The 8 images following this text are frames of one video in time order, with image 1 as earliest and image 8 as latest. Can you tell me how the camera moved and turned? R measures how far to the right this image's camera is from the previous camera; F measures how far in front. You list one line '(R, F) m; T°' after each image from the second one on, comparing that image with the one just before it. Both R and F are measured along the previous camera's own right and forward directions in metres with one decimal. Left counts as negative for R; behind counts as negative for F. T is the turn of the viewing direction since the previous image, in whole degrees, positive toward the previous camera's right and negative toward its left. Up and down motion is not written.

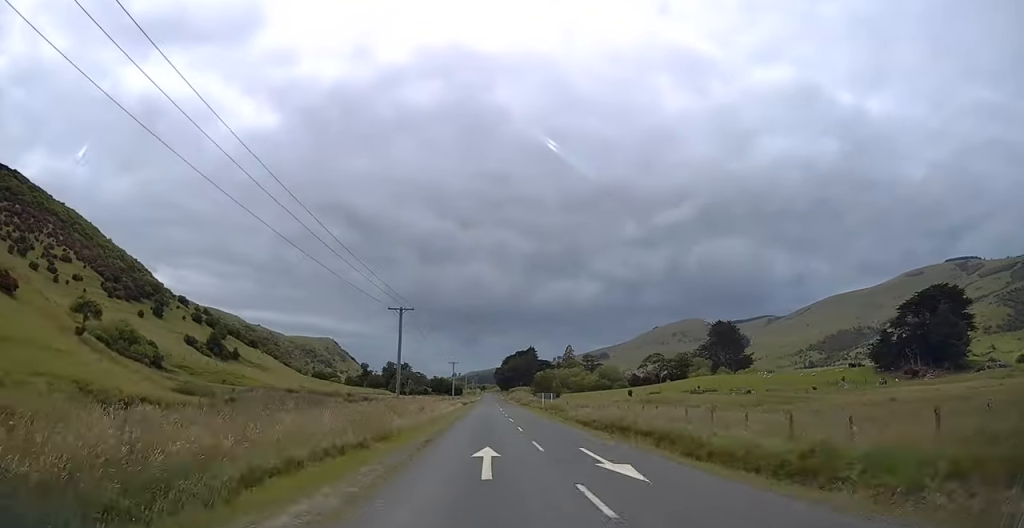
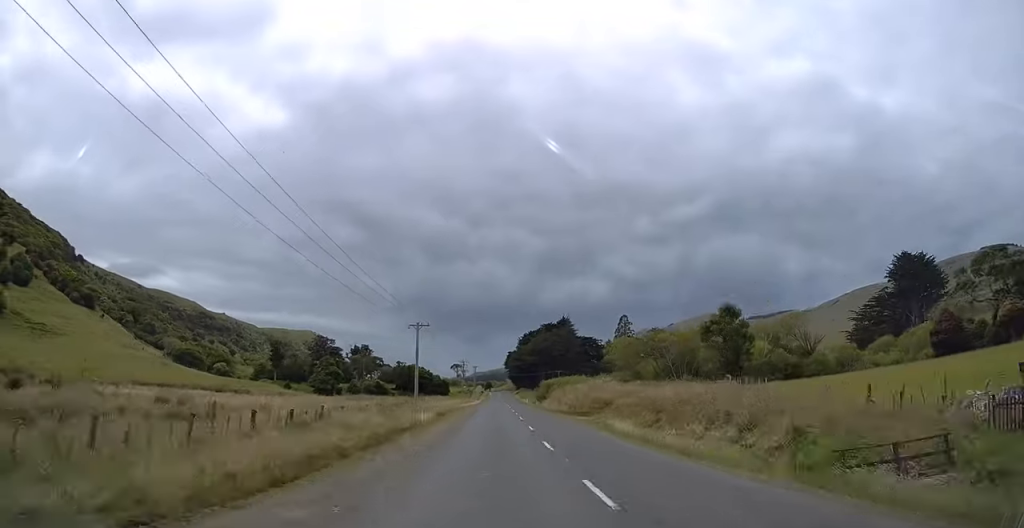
(-0.6, +146.8) m; 0°
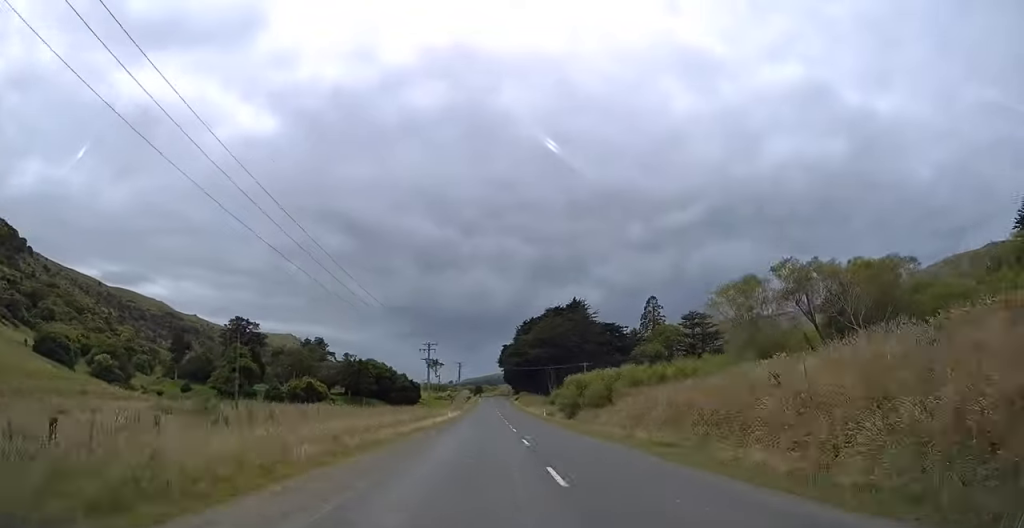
(+0.2, +54.8) m; 0°
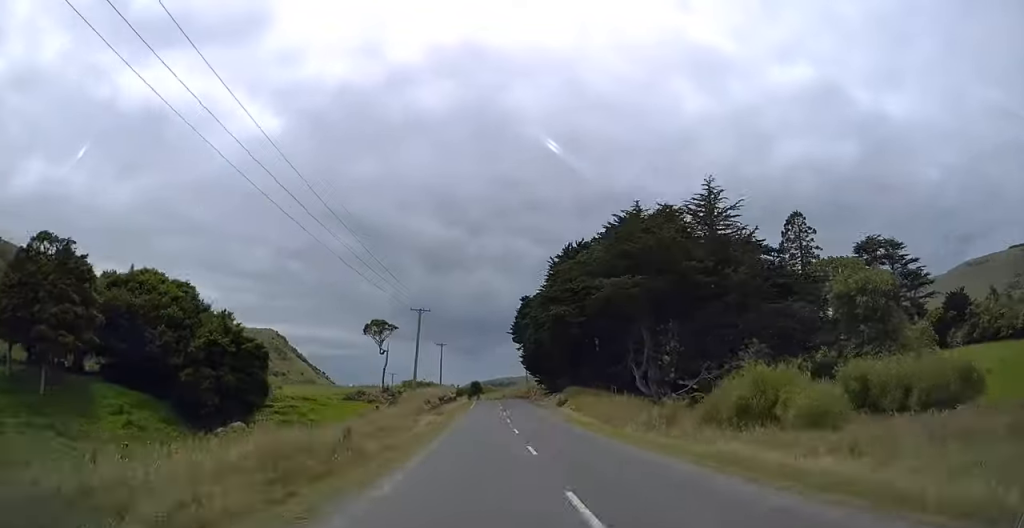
(0.0, +89.0) m; -2°
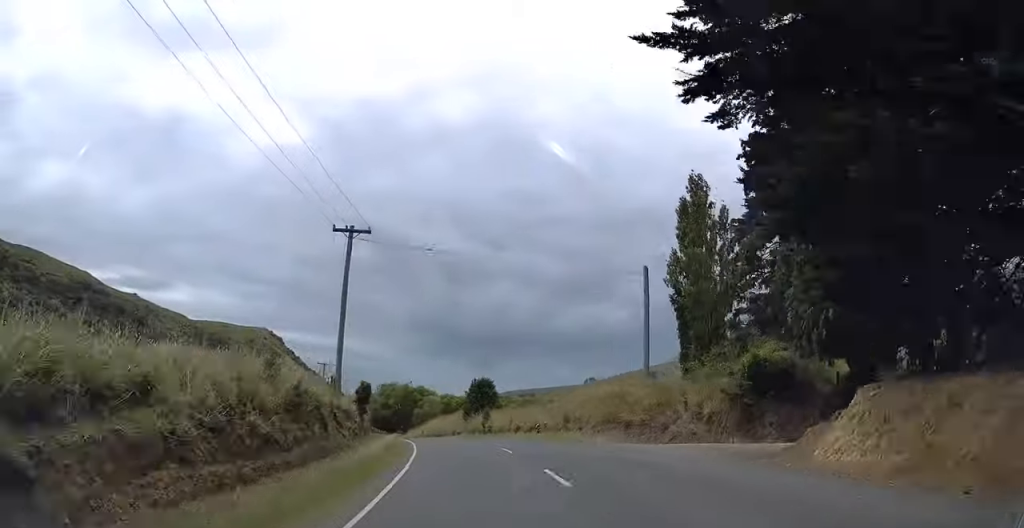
(-3.5, +88.0) m; -8°
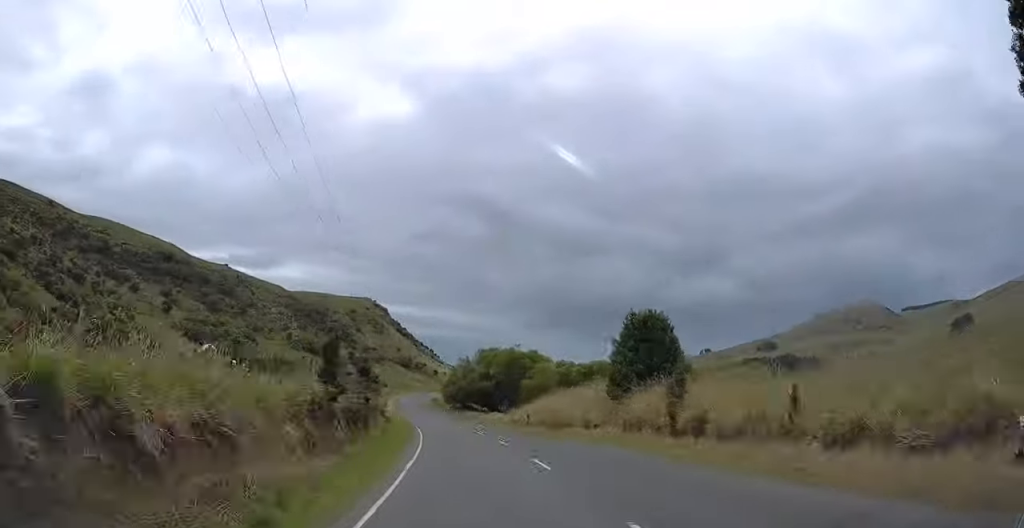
(-0.5, +39.2) m; -5°
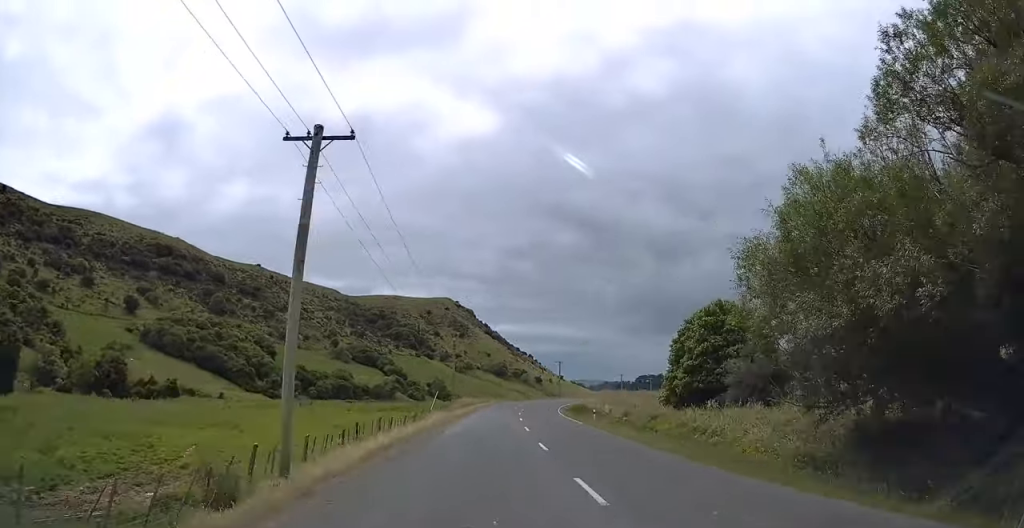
(-11.8, +127.7) m; -1°
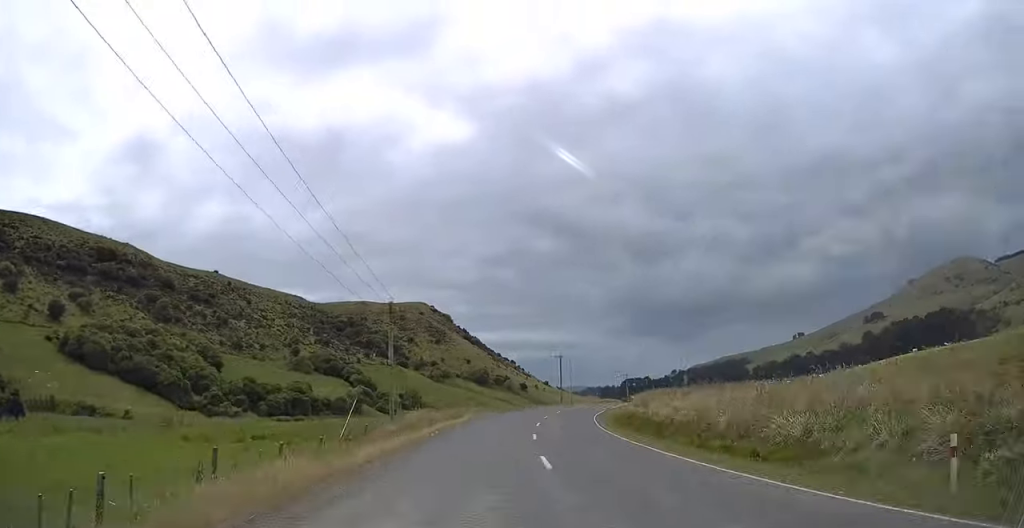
(+0.8, +34.3) m; +3°
